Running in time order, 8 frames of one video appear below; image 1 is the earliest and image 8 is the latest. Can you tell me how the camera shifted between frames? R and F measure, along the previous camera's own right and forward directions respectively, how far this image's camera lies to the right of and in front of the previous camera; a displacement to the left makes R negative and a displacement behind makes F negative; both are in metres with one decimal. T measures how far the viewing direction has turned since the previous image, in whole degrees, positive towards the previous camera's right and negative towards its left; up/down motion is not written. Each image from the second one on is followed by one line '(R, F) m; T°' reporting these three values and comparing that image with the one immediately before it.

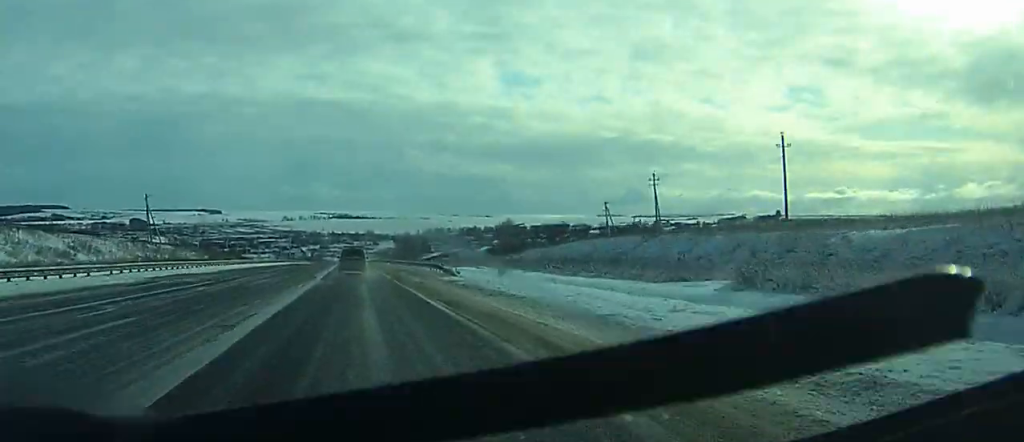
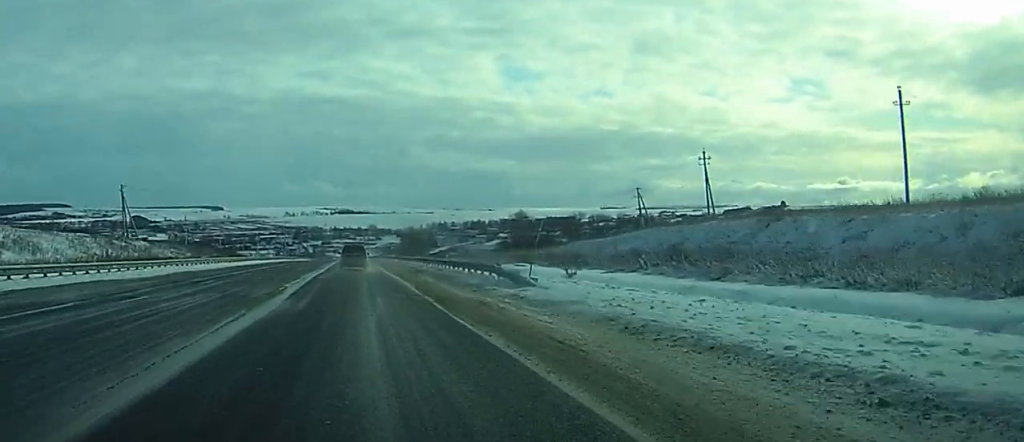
(+0.1, +19.8) m; 0°
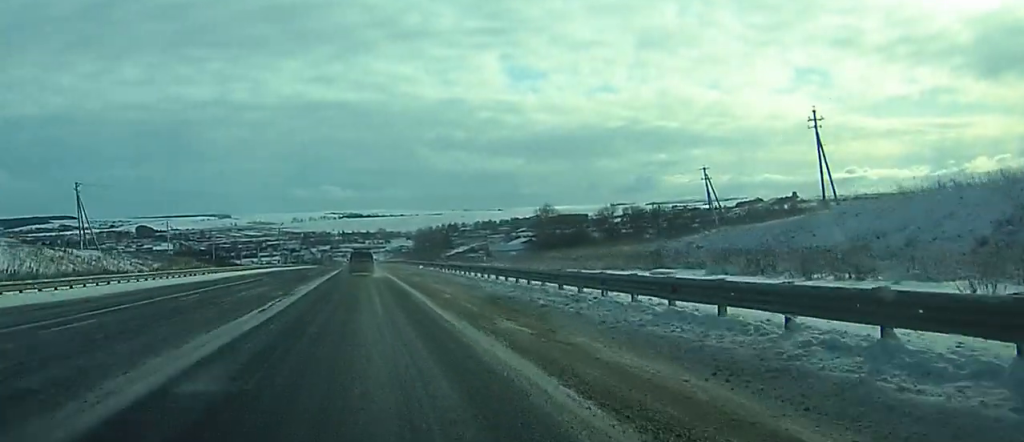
(-0.1, +28.9) m; -1°
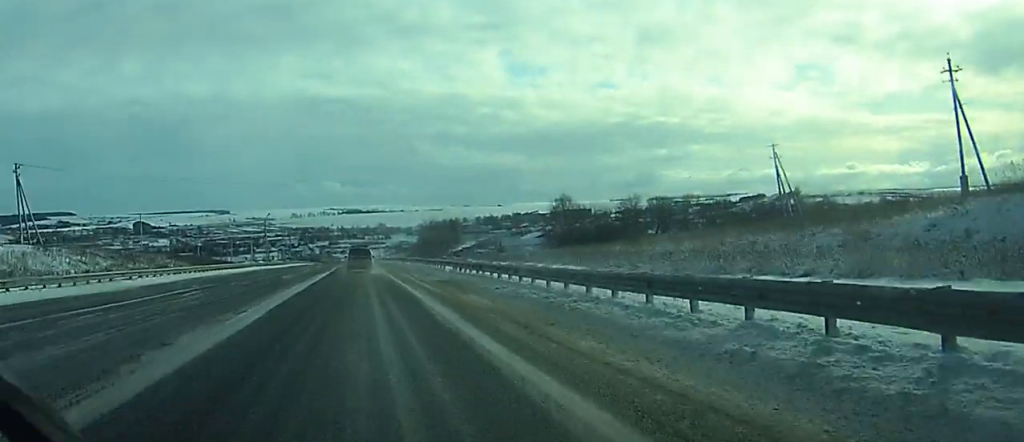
(-0.1, +23.1) m; 0°
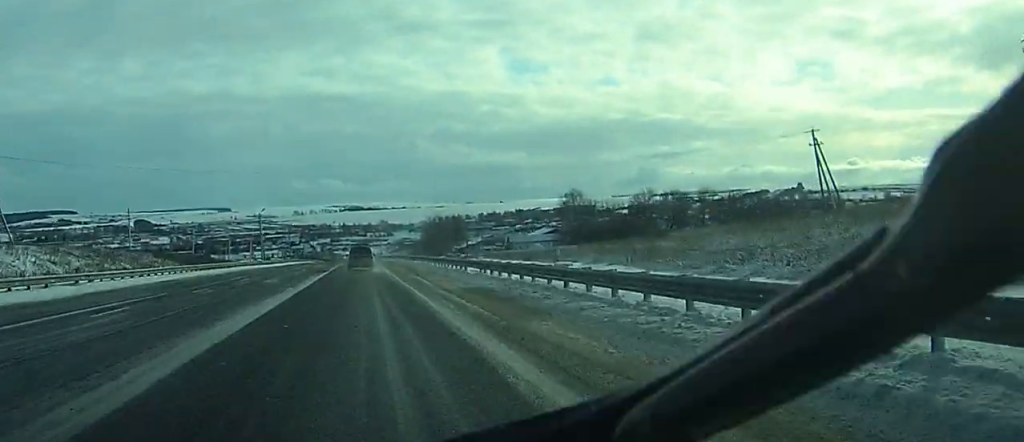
(0.0, +9.9) m; 0°
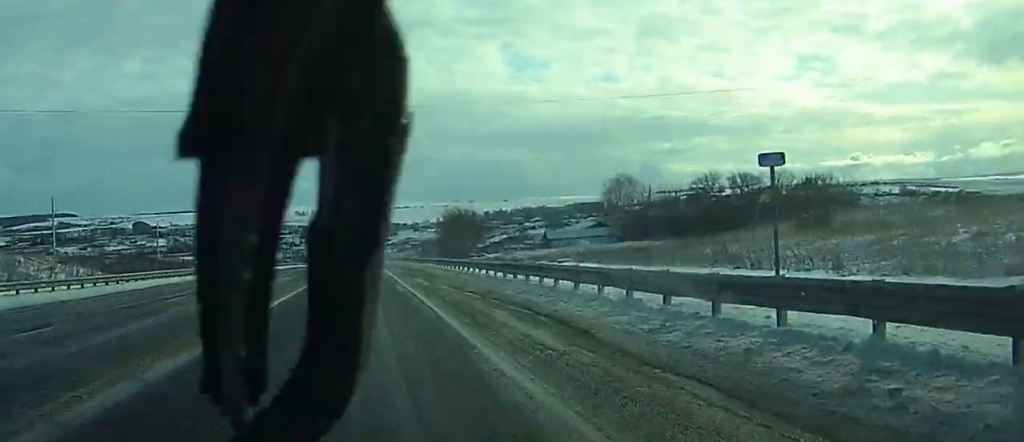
(-0.2, +41.0) m; -1°
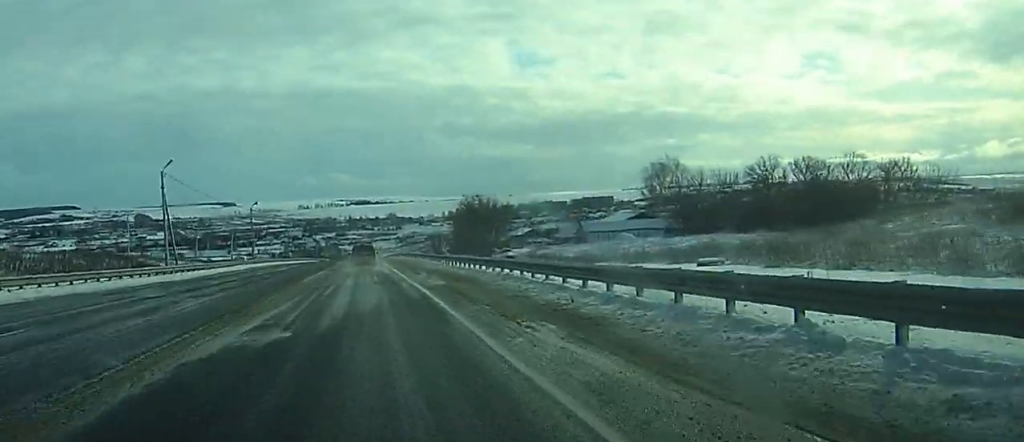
(-0.1, +26.1) m; +1°
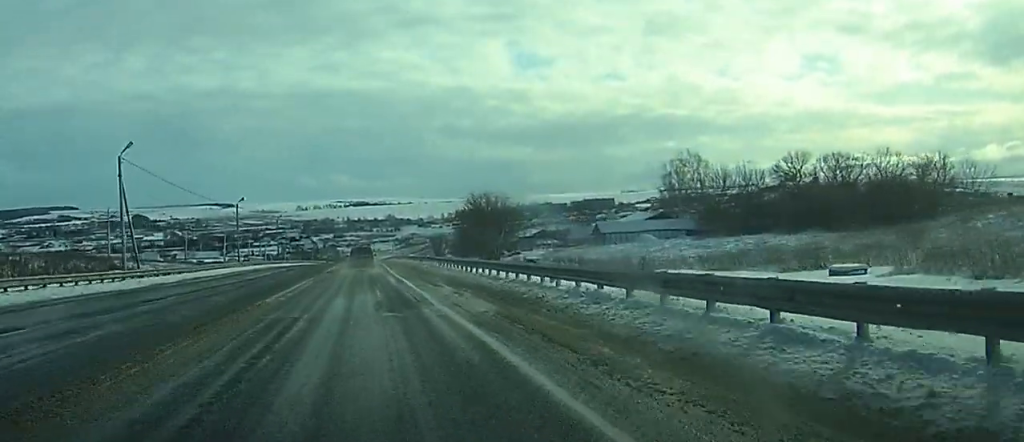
(+0.3, +11.3) m; -1°
